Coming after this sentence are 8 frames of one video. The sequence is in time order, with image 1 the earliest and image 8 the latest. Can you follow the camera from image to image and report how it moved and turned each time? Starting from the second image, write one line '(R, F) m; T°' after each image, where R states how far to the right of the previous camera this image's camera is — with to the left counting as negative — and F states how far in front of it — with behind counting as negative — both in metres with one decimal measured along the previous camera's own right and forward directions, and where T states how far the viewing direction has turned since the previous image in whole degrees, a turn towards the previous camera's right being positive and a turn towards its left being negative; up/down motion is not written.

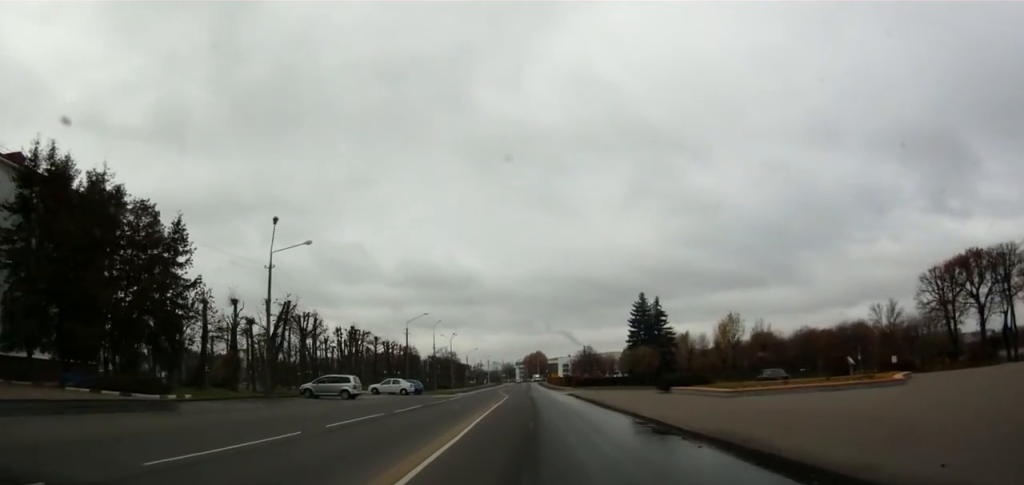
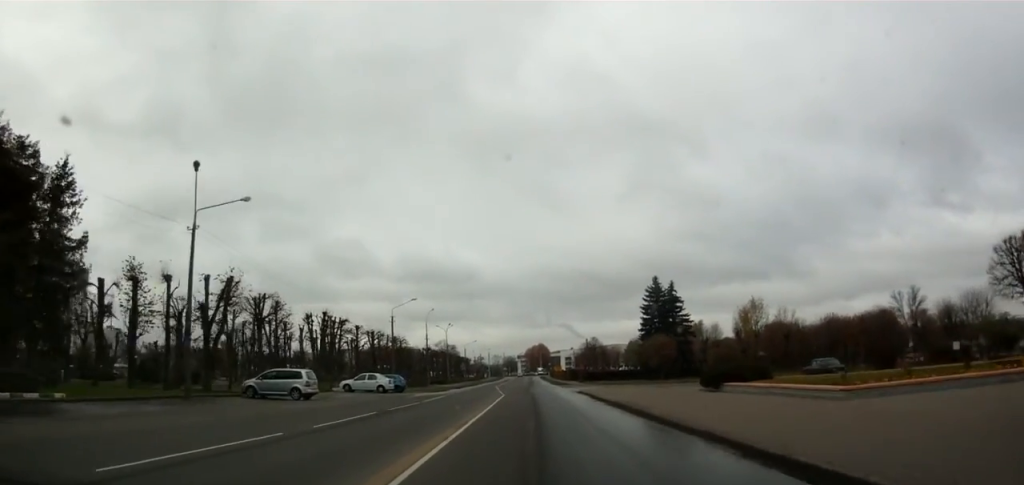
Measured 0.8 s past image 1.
(0.0, +9.1) m; 0°
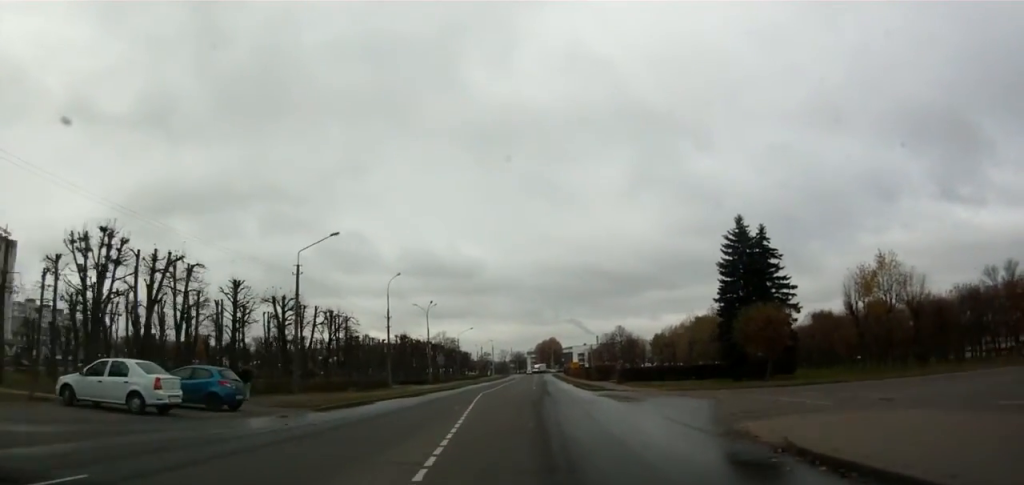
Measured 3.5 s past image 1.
(0.0, +31.4) m; 0°
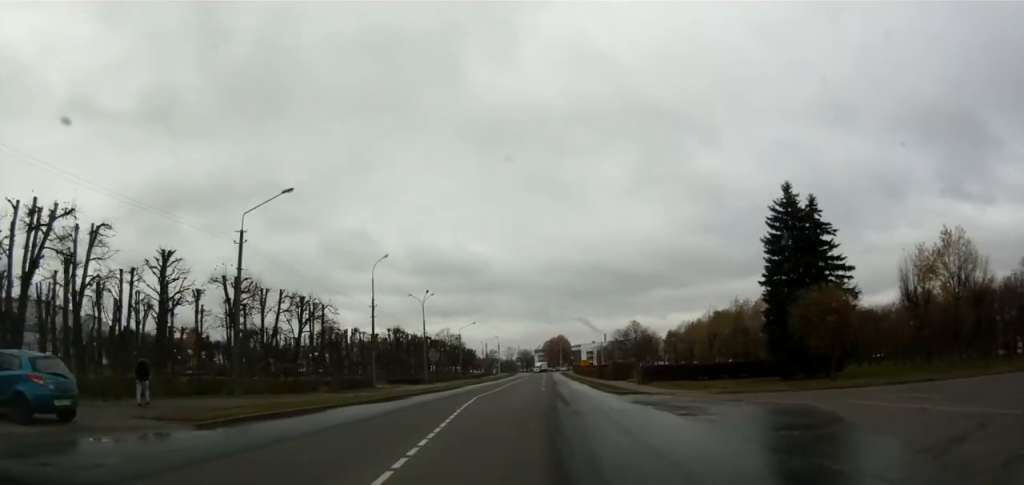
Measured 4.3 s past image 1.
(0.0, +9.8) m; 0°
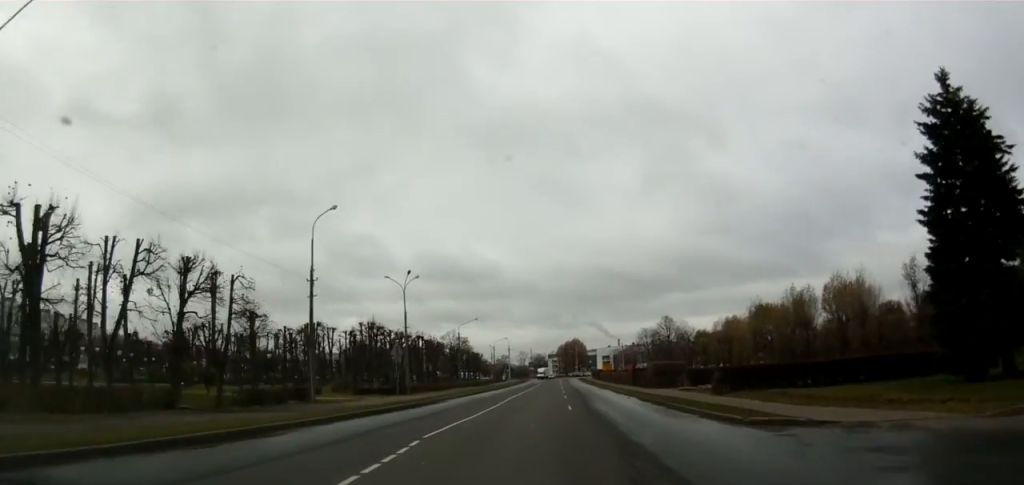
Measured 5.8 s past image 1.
(0.0, +18.6) m; 0°
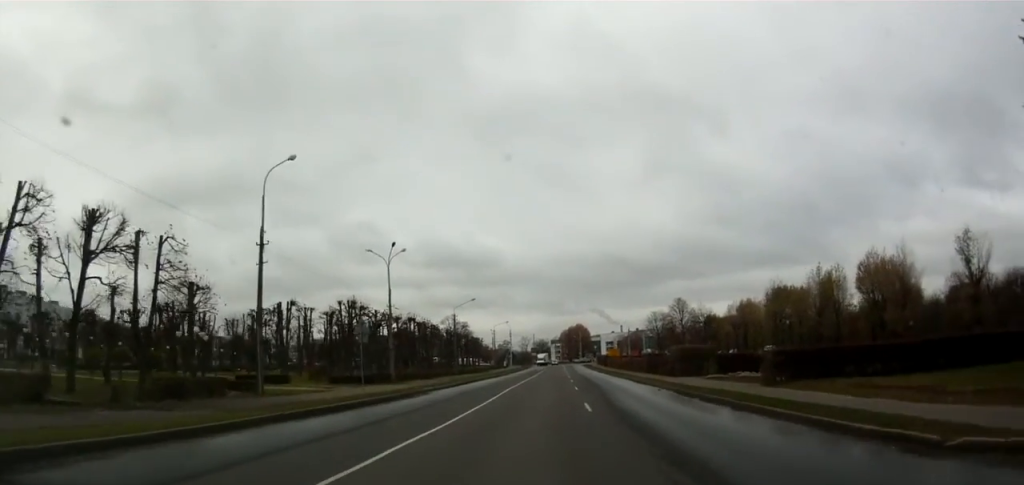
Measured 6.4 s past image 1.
(0.0, +7.8) m; 0°
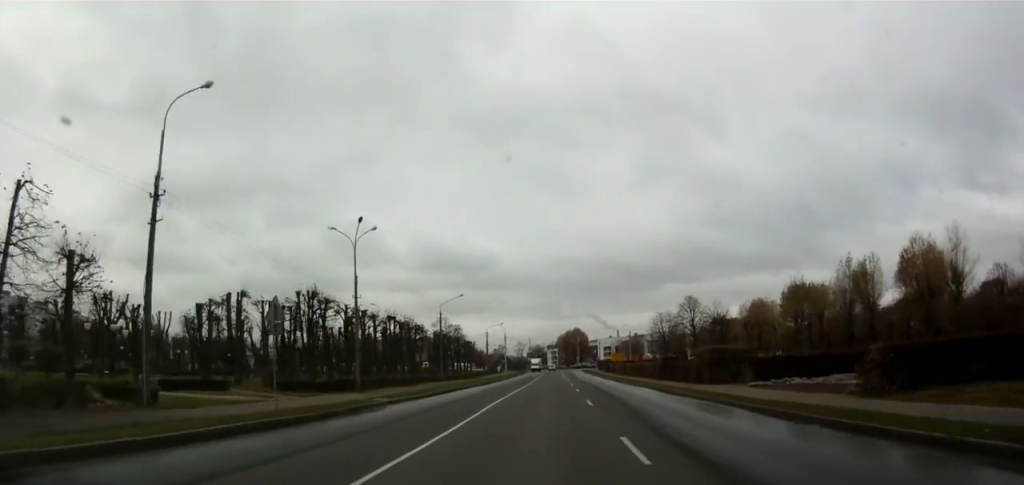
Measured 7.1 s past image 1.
(0.0, +9.4) m; 0°
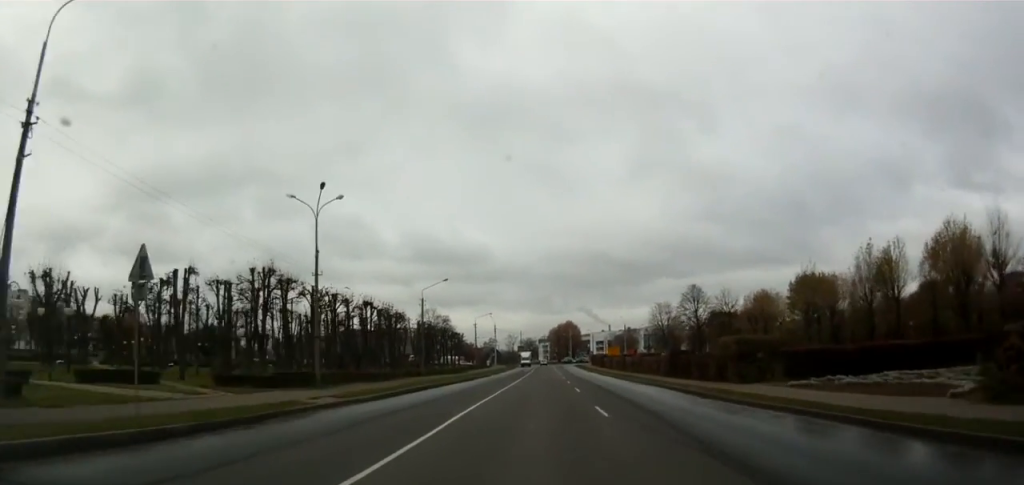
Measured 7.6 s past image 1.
(0.0, +6.3) m; 0°
